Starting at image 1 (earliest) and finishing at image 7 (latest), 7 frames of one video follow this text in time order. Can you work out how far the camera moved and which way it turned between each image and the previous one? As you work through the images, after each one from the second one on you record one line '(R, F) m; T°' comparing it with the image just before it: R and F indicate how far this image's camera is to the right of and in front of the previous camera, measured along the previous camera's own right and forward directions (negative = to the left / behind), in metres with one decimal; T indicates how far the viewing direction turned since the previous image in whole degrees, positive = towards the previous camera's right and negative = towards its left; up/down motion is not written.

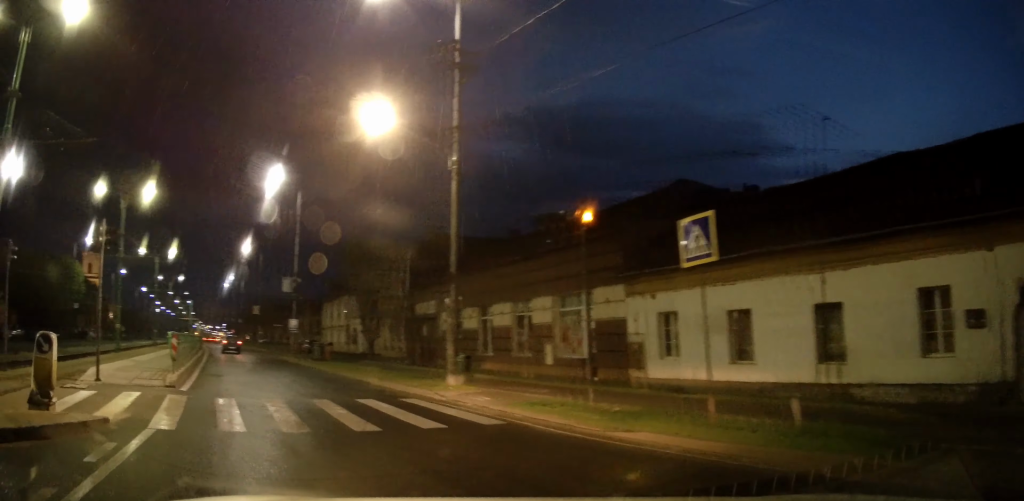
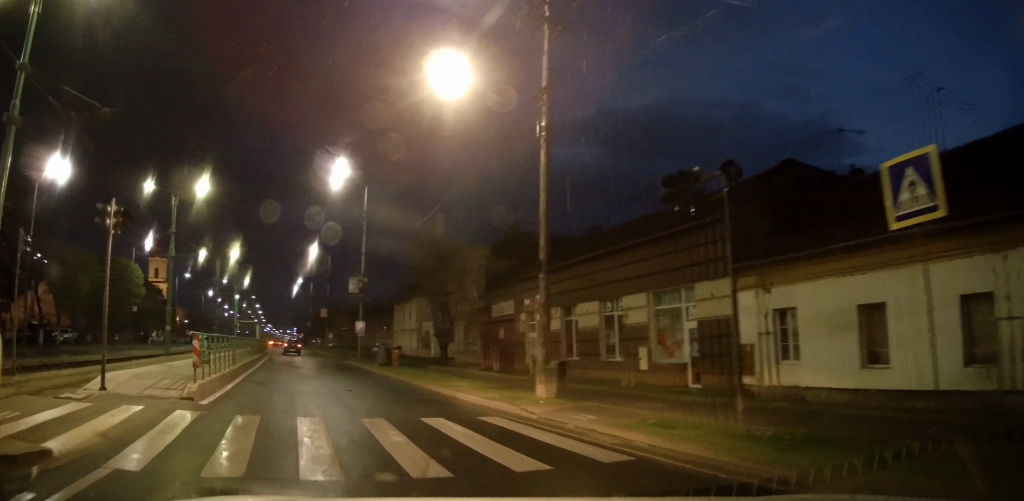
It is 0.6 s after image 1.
(-0.1, +2.2) m; -8°
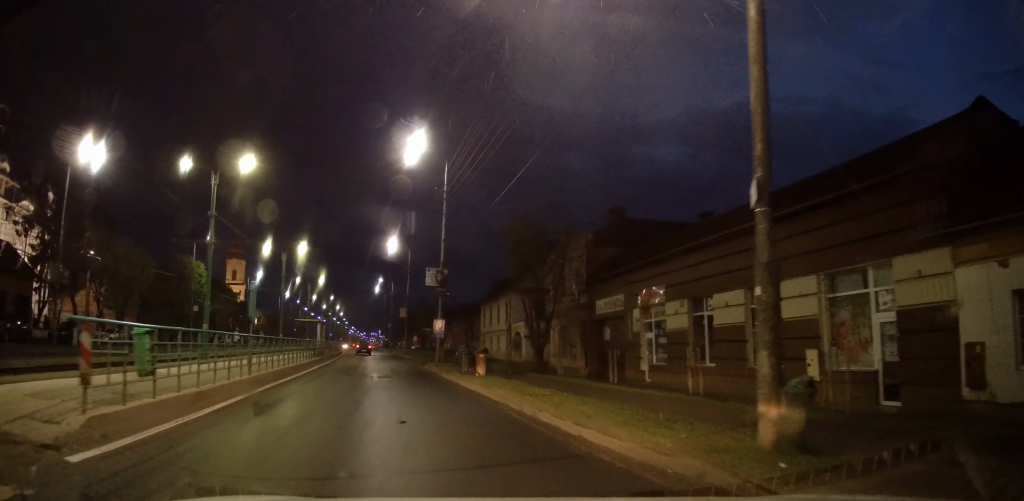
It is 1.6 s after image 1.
(-0.3, +5.0) m; -3°
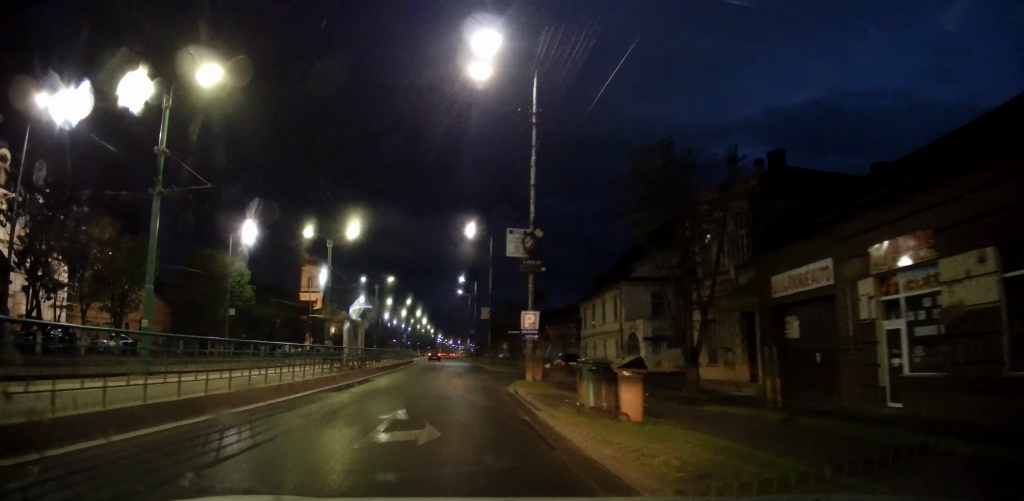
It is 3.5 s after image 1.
(-1.7, +11.5) m; -16°
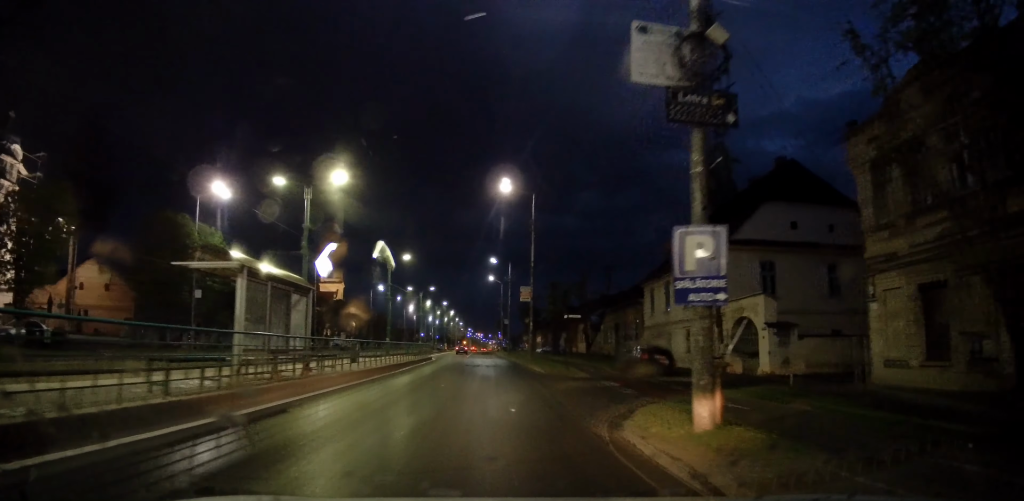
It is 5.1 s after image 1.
(-0.1, +11.8) m; 0°
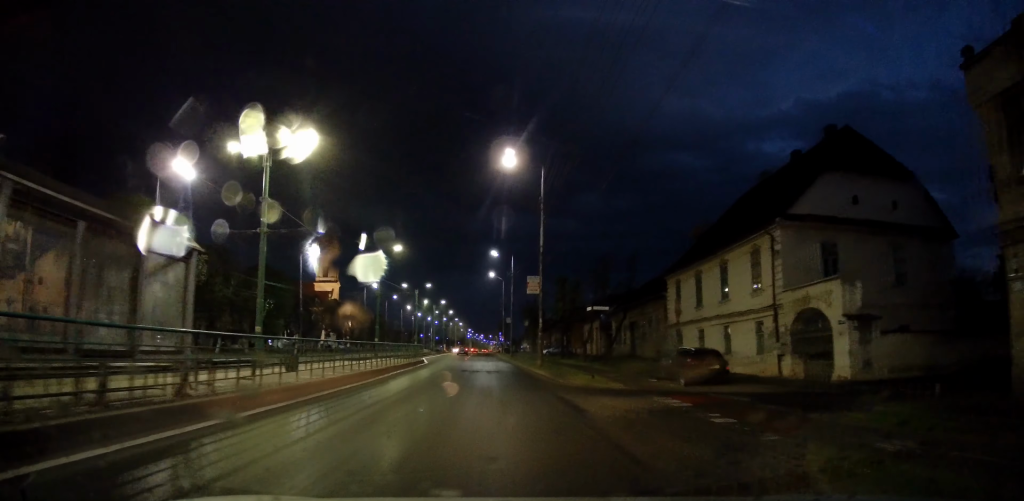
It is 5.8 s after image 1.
(0.0, +5.9) m; 0°
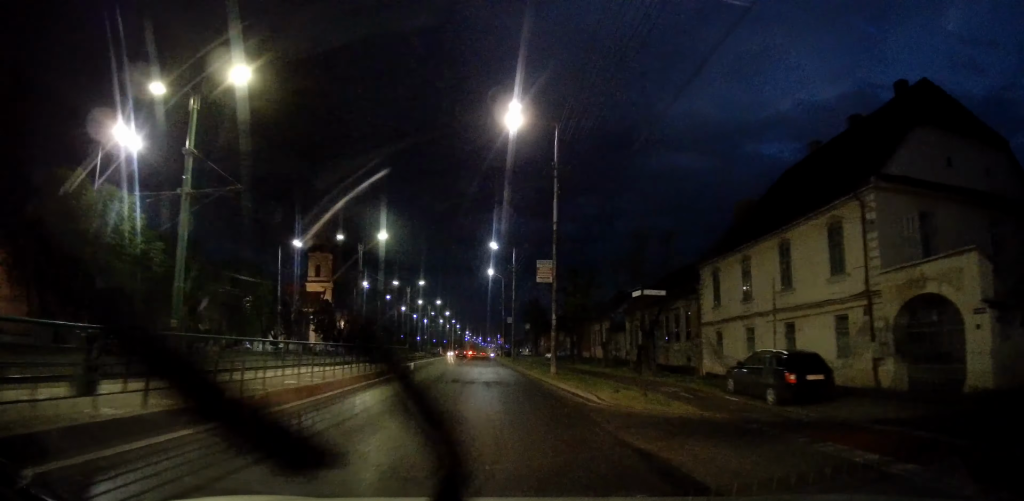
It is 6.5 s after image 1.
(0.0, +6.4) m; 0°
